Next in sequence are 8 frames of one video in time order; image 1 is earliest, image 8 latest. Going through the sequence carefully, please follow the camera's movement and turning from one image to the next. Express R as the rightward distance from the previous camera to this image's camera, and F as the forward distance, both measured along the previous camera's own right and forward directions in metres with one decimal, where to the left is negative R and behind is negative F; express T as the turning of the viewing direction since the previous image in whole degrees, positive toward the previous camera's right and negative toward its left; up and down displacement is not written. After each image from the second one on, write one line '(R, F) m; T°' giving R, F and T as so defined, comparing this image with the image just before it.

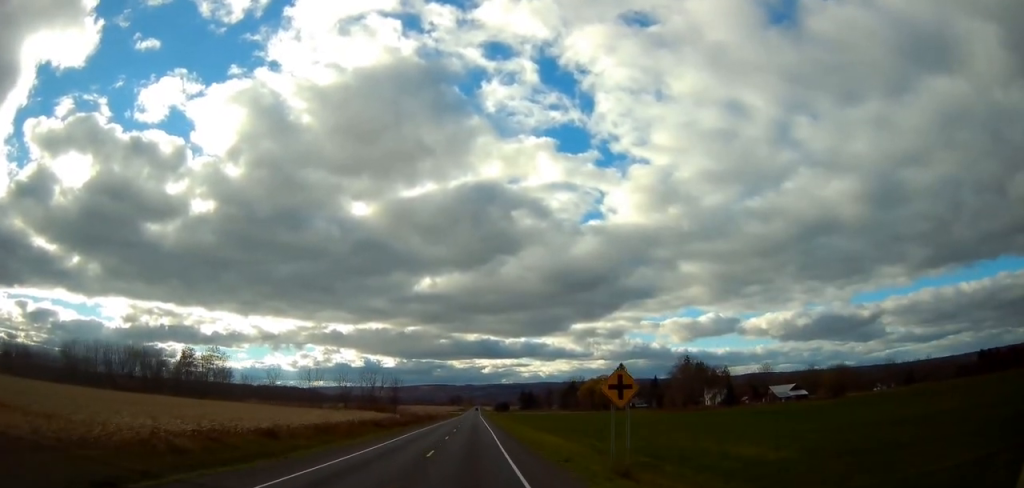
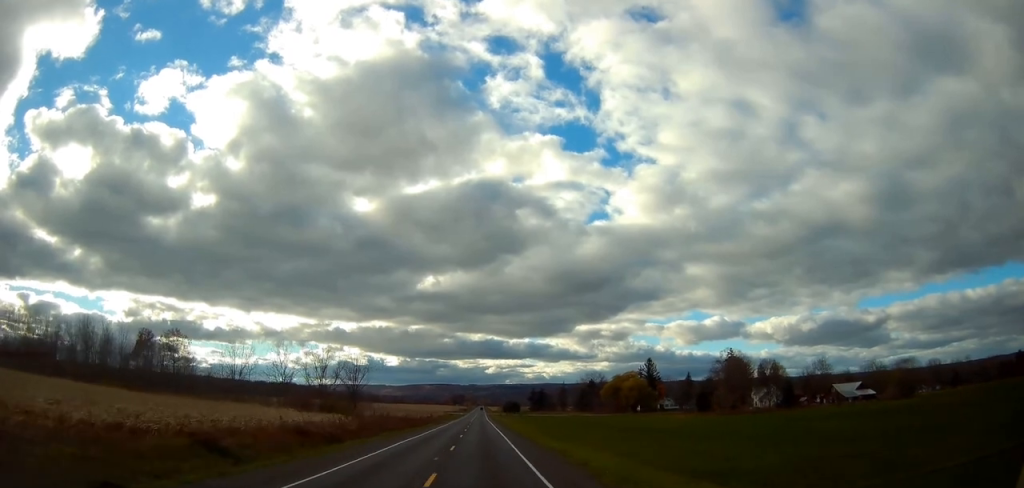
(+0.1, +47.0) m; +2°
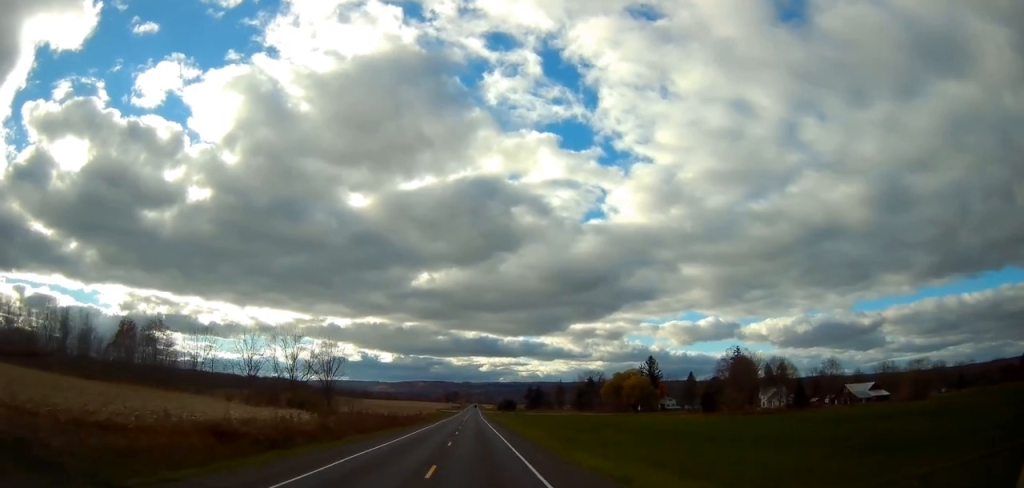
(+0.2, +11.4) m; 0°
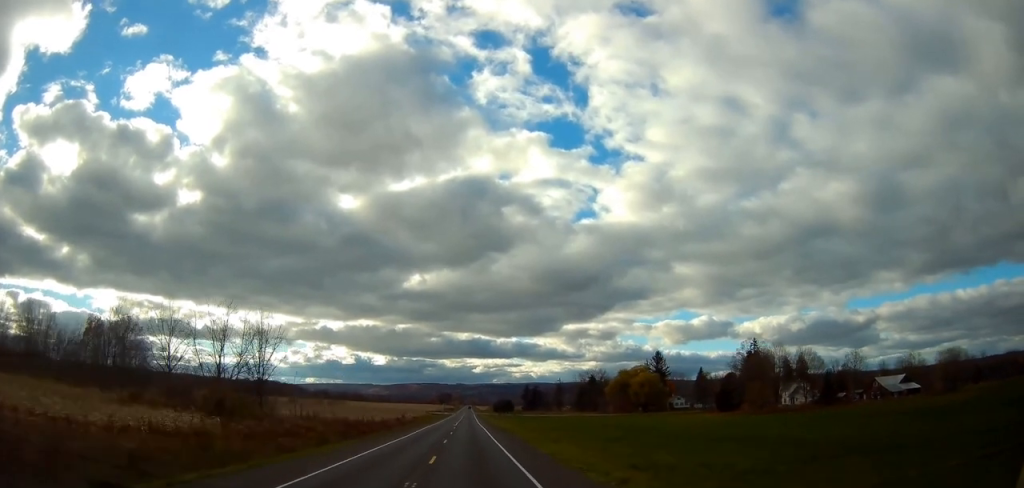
(+0.1, +20.1) m; 0°
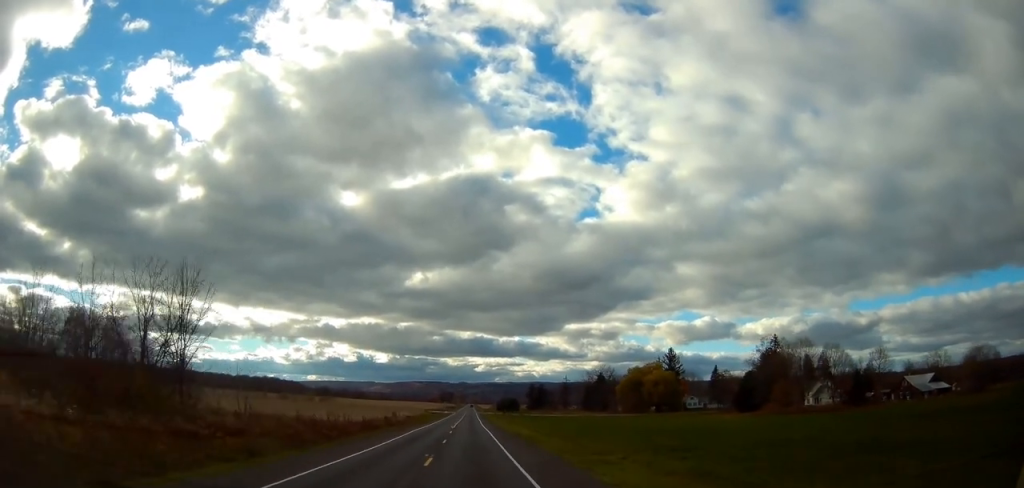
(-0.1, +13.9) m; 0°
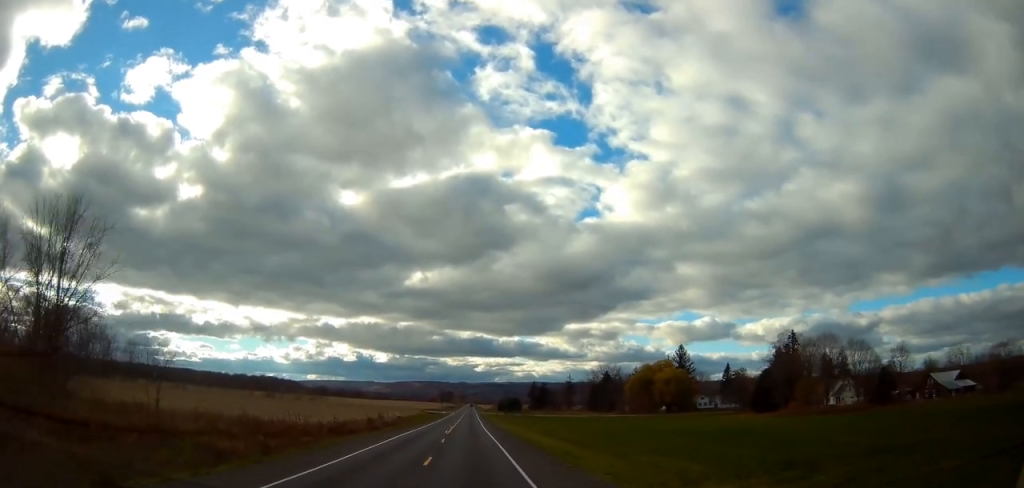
(0.0, +12.2) m; 0°
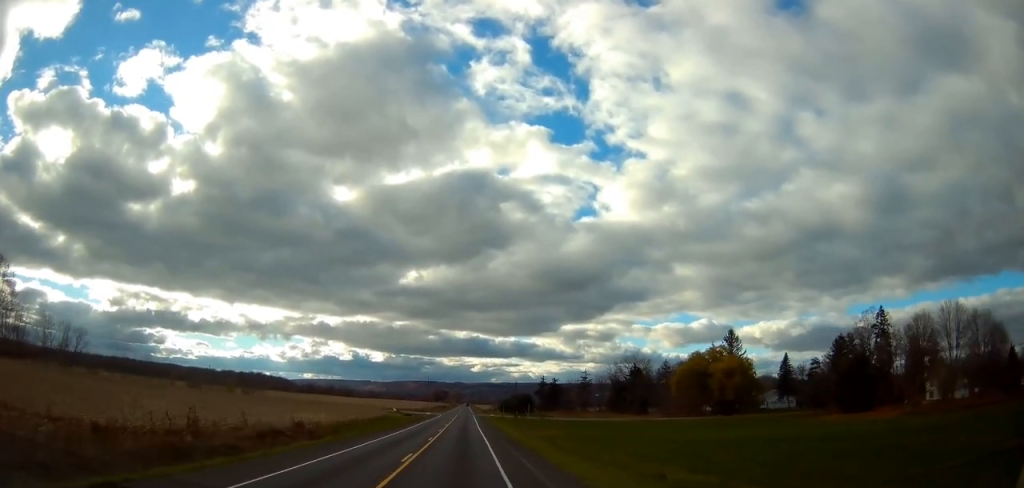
(-0.1, +48.4) m; 0°
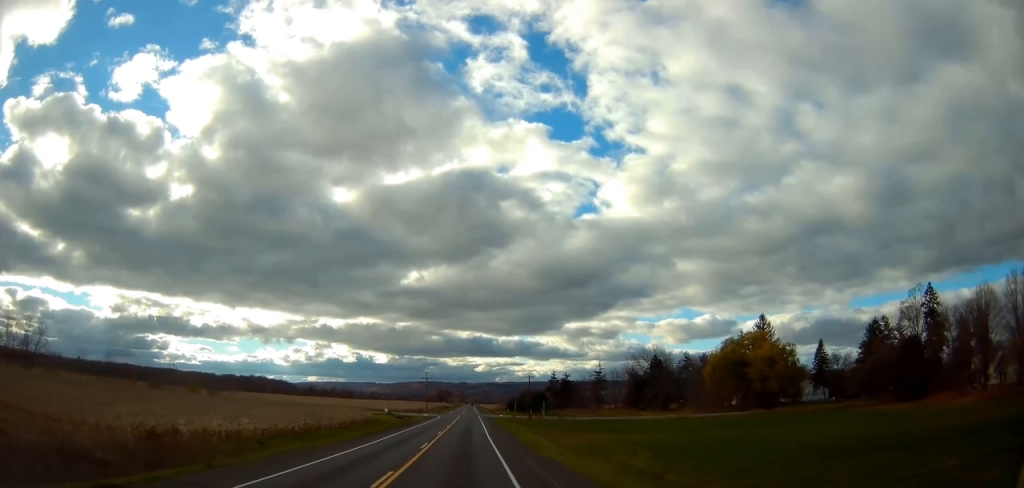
(+0.3, +18.9) m; 0°
